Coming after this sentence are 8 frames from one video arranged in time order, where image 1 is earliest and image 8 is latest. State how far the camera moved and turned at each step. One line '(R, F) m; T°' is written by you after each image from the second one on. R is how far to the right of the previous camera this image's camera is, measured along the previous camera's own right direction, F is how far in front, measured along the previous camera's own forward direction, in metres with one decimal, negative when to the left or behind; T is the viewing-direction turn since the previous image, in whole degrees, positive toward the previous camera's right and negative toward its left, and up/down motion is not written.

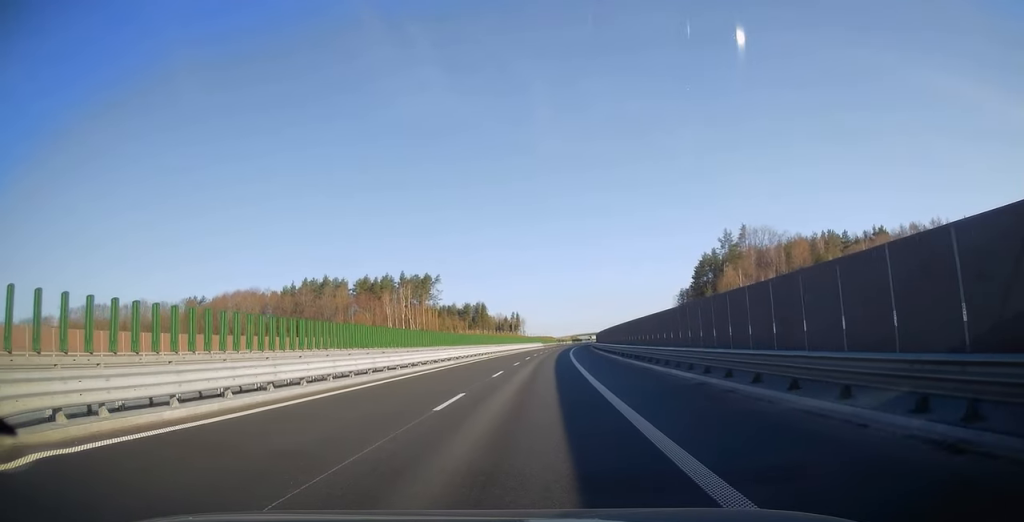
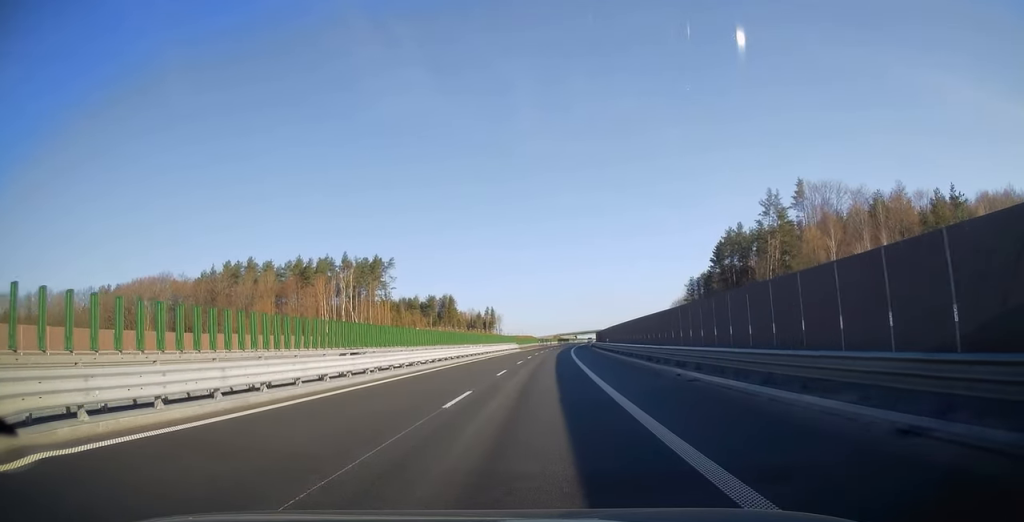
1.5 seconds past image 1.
(+0.8, +47.7) m; +2°
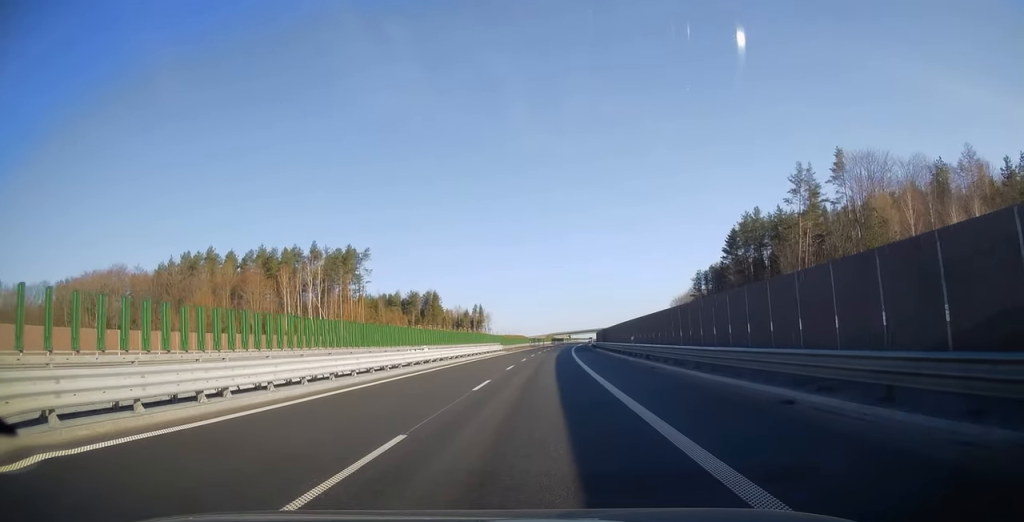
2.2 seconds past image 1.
(+0.1, +19.8) m; +1°
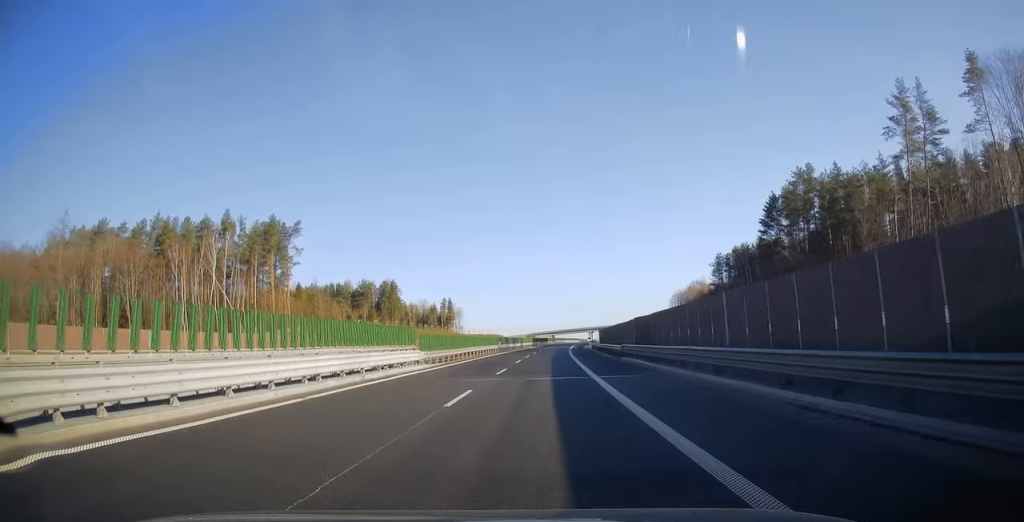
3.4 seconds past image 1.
(+0.5, +40.1) m; +1°
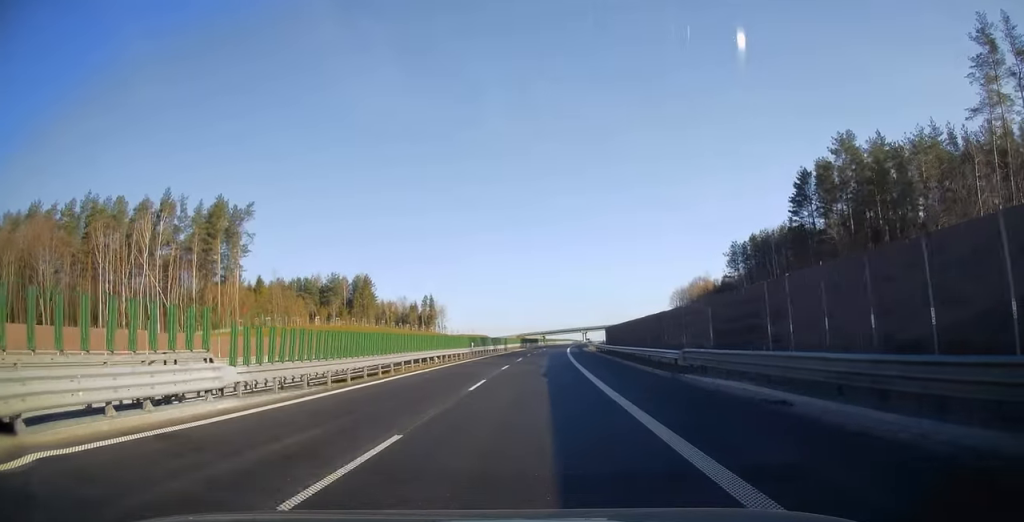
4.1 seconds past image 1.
(+0.1, +19.8) m; +1°
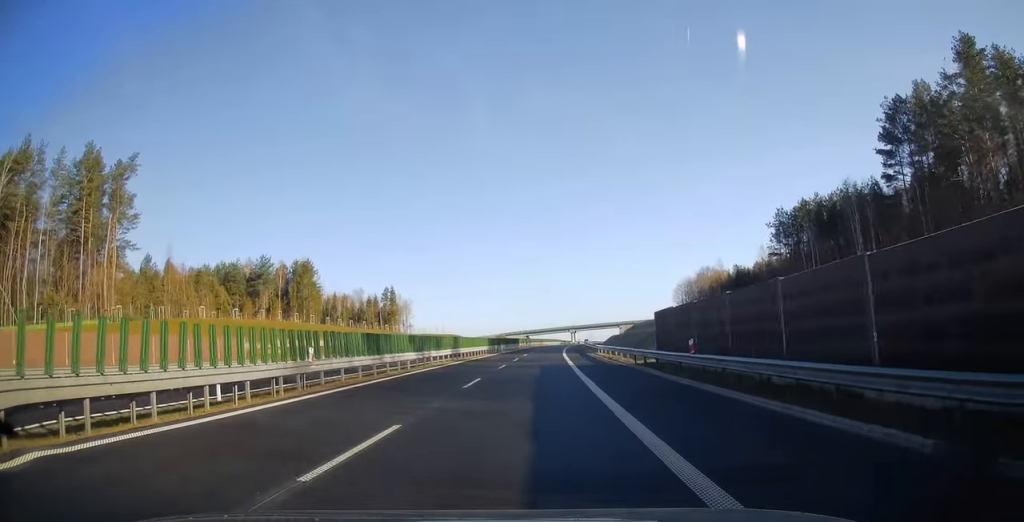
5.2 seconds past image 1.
(+0.5, +35.0) m; +1°
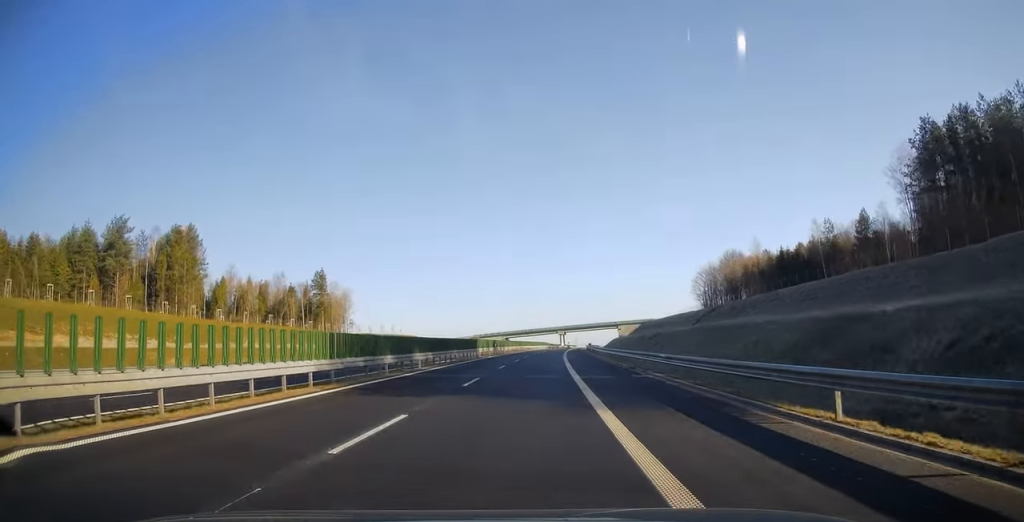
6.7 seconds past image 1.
(+0.8, +46.5) m; +2°
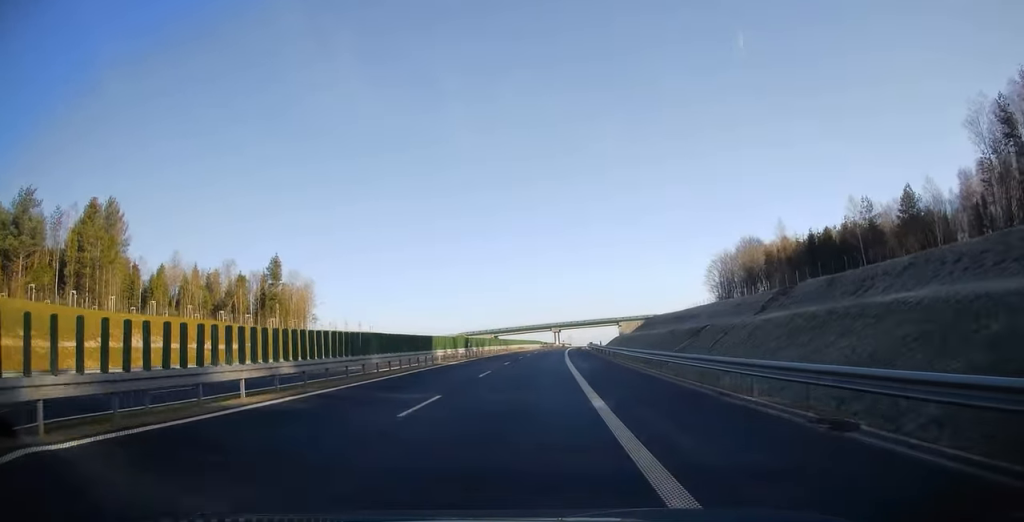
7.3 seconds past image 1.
(+0.1, +20.4) m; +1°
